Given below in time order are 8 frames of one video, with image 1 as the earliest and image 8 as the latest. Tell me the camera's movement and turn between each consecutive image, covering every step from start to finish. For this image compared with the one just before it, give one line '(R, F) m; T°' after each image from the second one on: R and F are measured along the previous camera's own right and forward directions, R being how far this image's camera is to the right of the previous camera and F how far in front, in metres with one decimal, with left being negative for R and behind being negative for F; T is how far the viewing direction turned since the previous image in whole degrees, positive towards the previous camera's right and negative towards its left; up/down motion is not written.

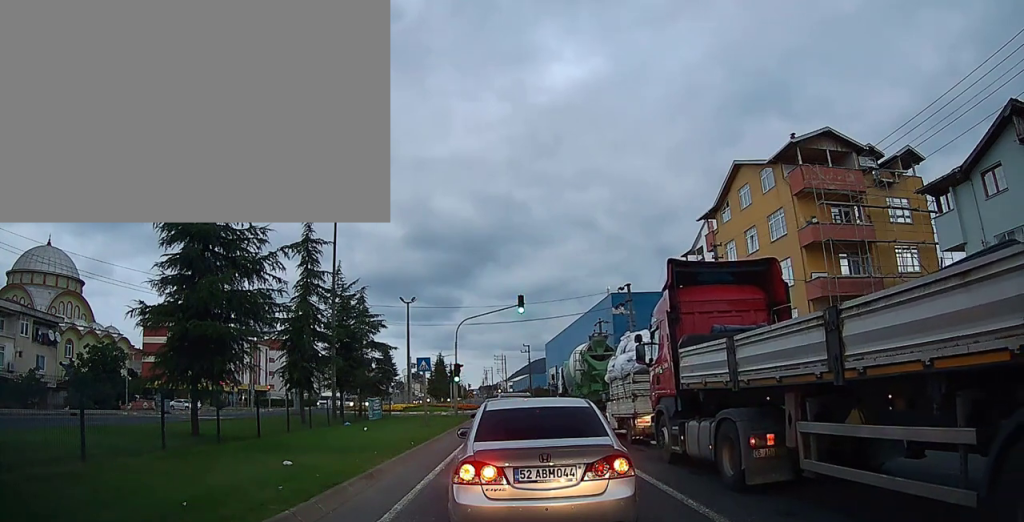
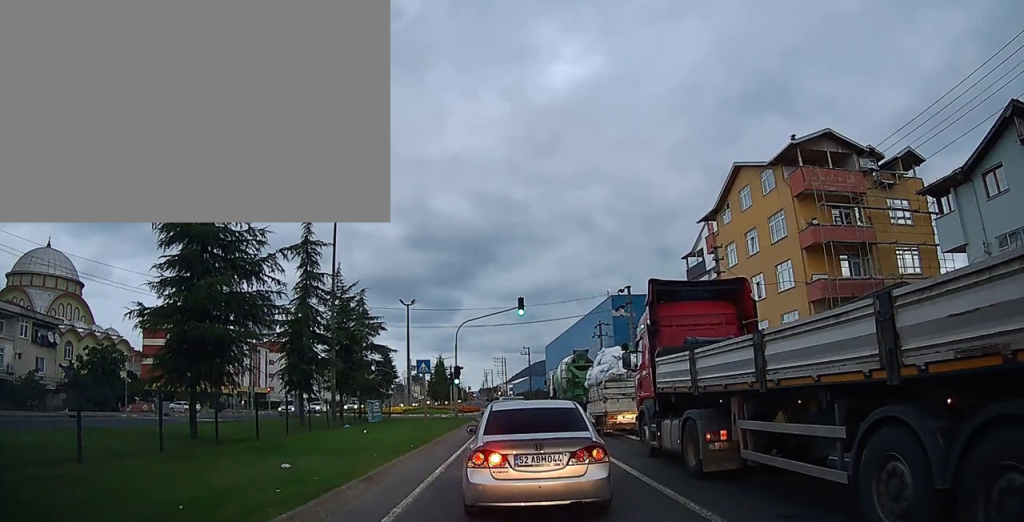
(0.0, 0.0) m; 0°
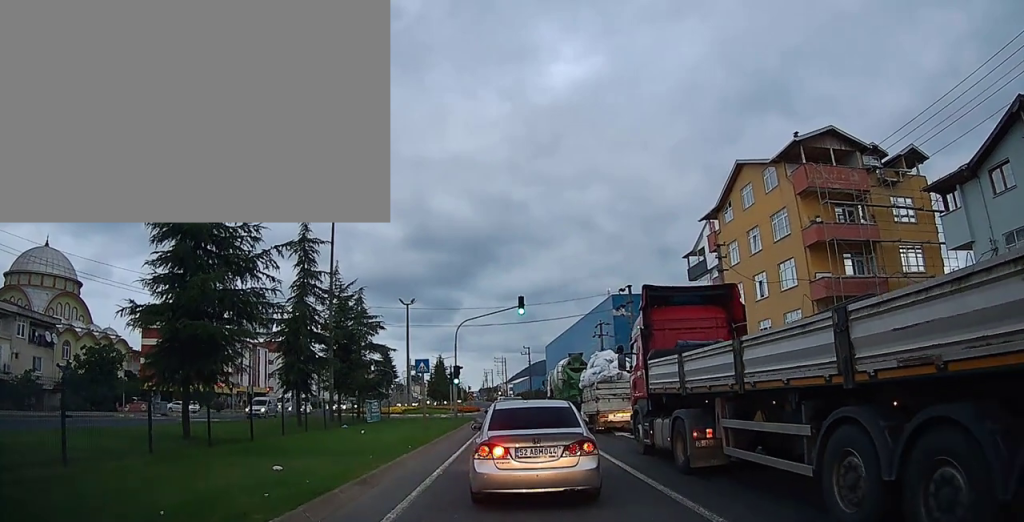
(0.0, 0.0) m; 0°
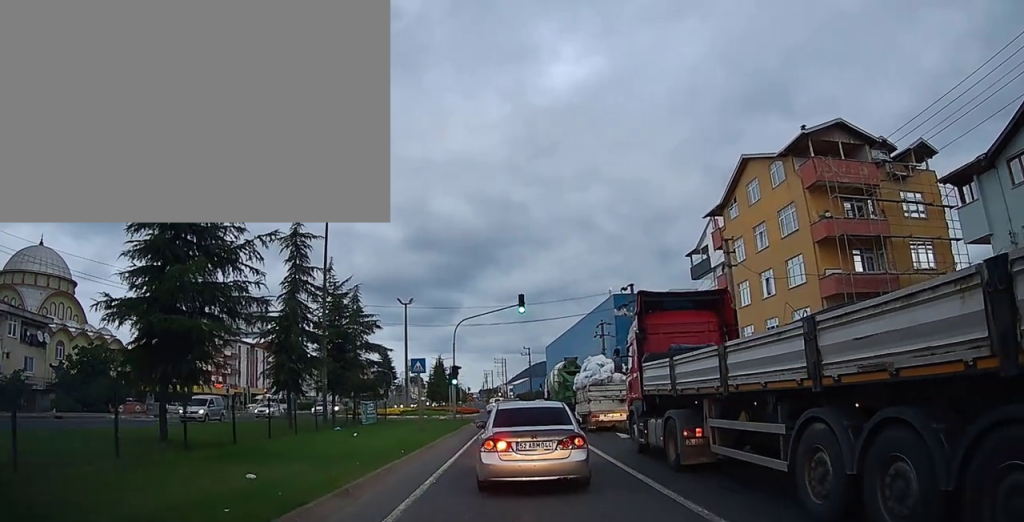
(0.0, +1.3) m; 0°
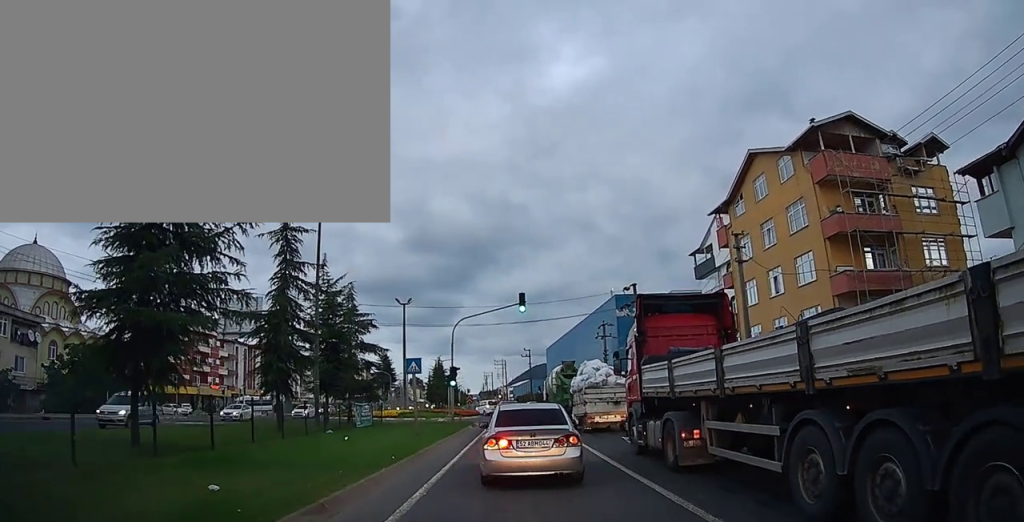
(0.0, +2.1) m; 0°
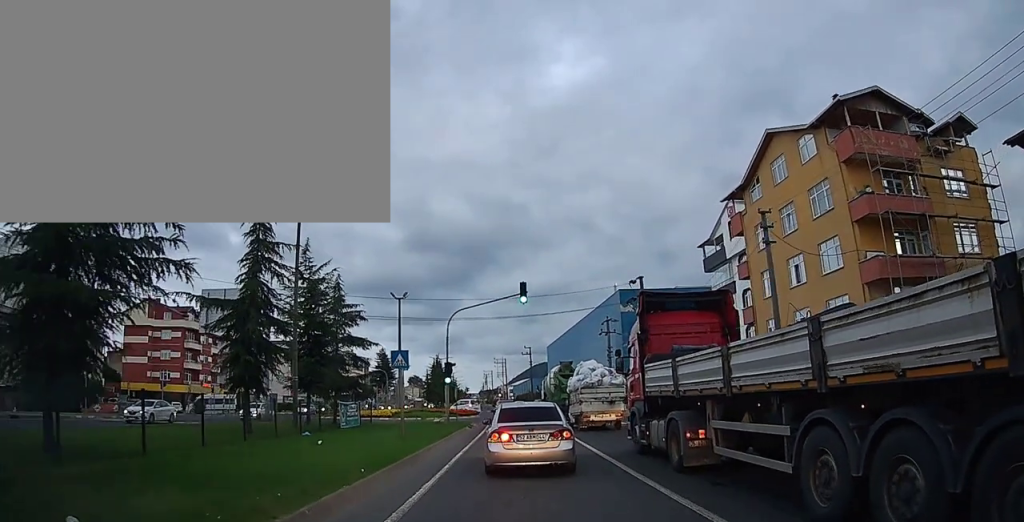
(0.0, +3.7) m; +1°
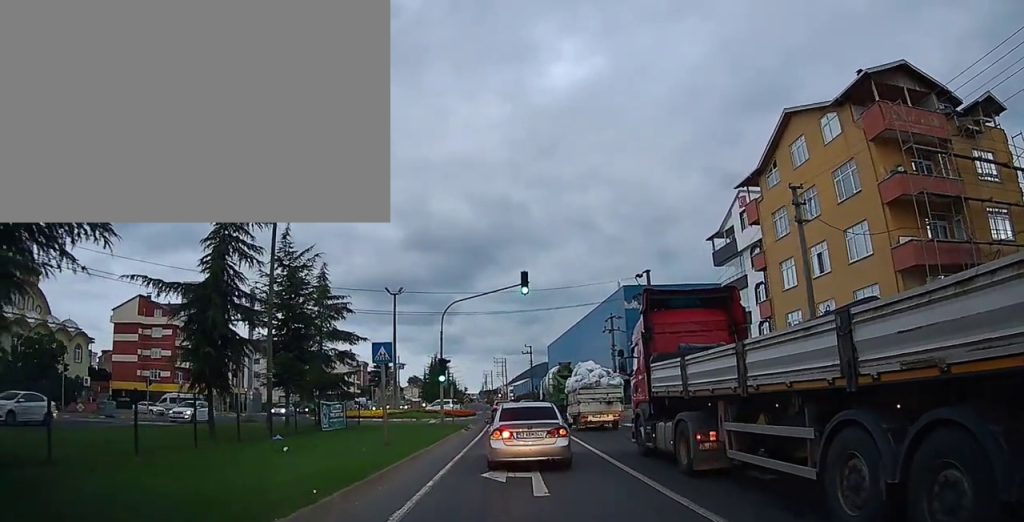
(0.0, +2.3) m; +1°
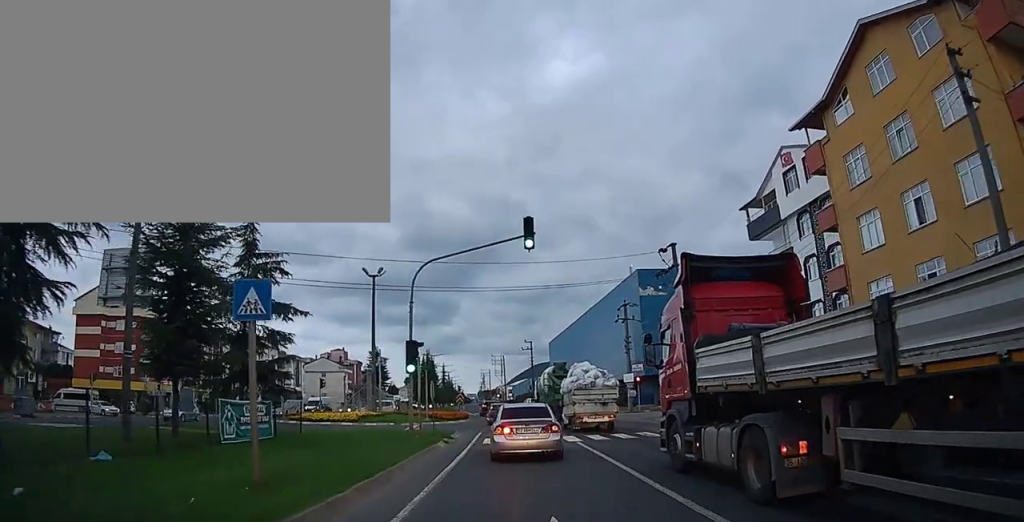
(+0.1, +4.5) m; -1°
